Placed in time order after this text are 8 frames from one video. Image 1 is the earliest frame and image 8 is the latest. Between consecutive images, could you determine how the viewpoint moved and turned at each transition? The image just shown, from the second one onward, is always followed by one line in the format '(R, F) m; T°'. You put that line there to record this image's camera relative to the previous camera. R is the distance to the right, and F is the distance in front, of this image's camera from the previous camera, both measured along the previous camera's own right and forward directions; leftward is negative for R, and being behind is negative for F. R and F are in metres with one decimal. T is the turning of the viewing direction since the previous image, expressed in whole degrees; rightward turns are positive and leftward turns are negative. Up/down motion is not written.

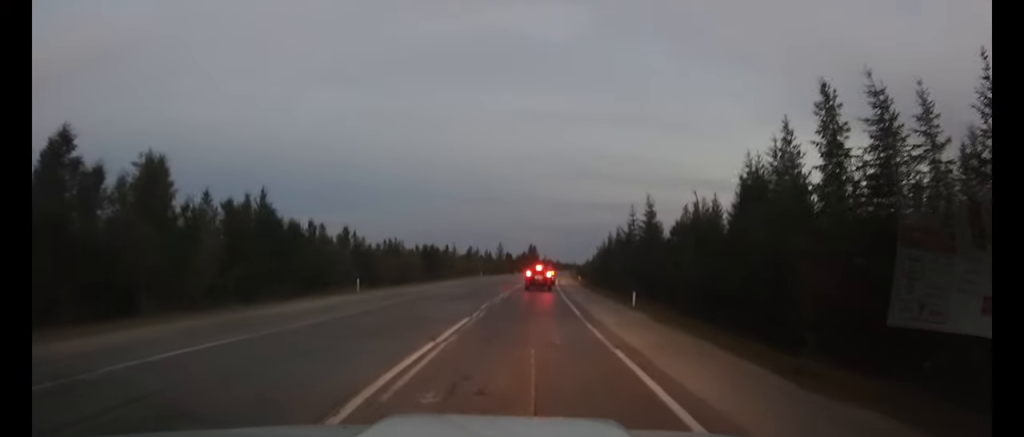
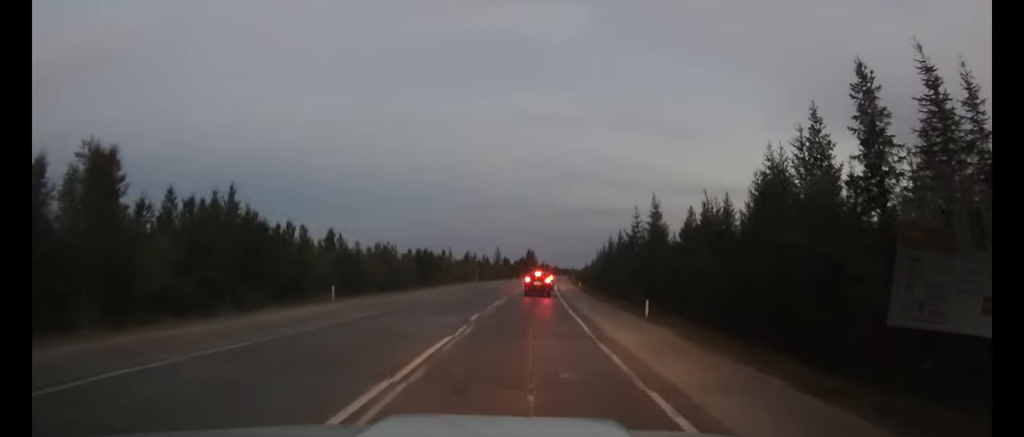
(0.0, +3.6) m; 0°
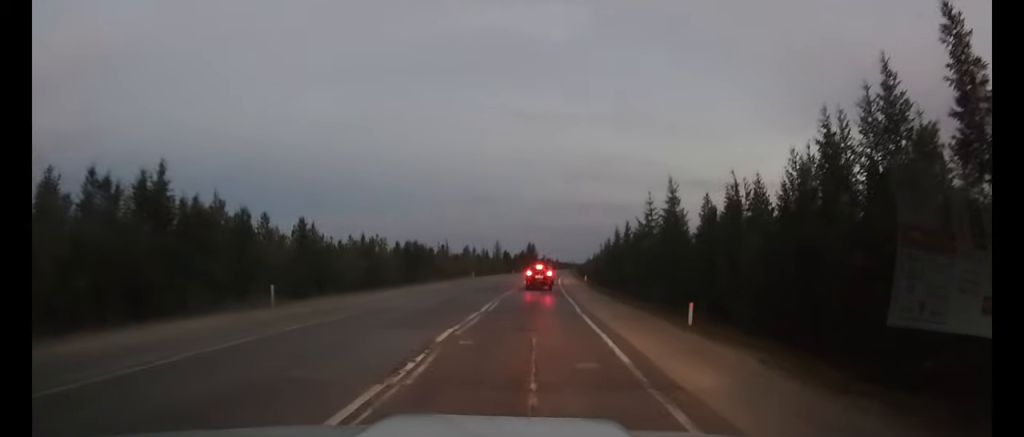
(0.0, +6.4) m; 0°
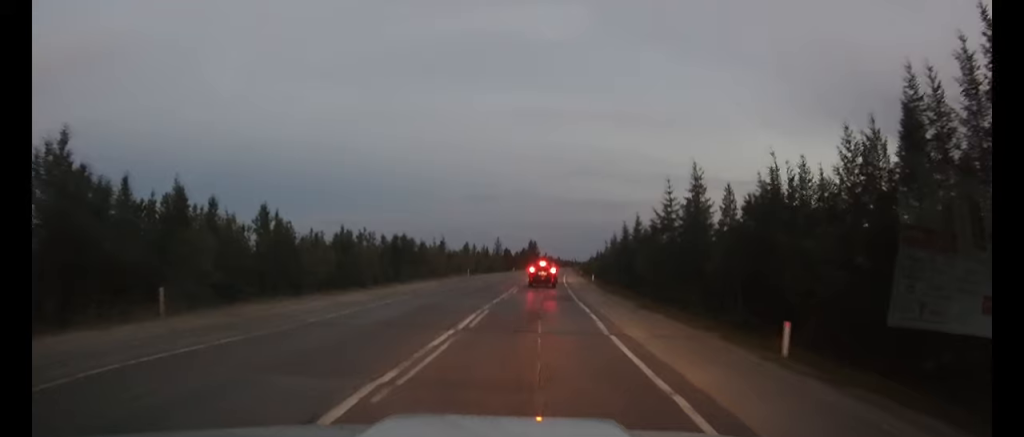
(0.0, +6.6) m; 0°
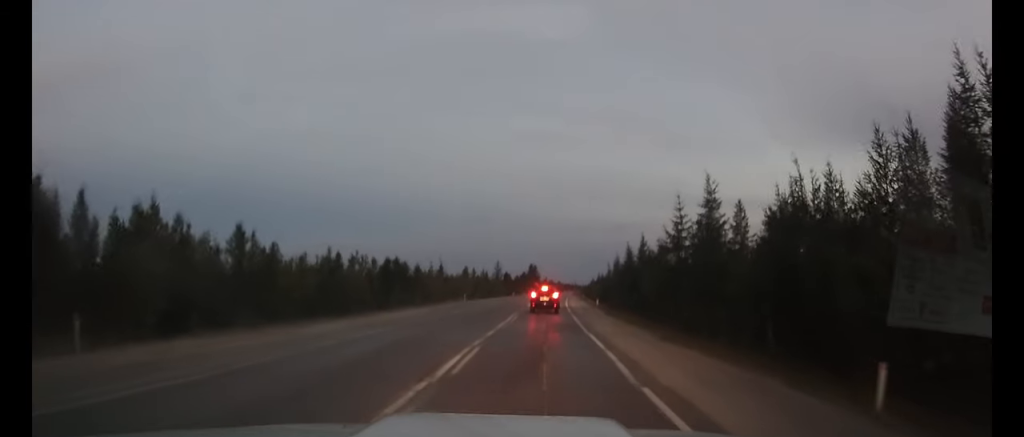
(0.0, +3.3) m; 0°
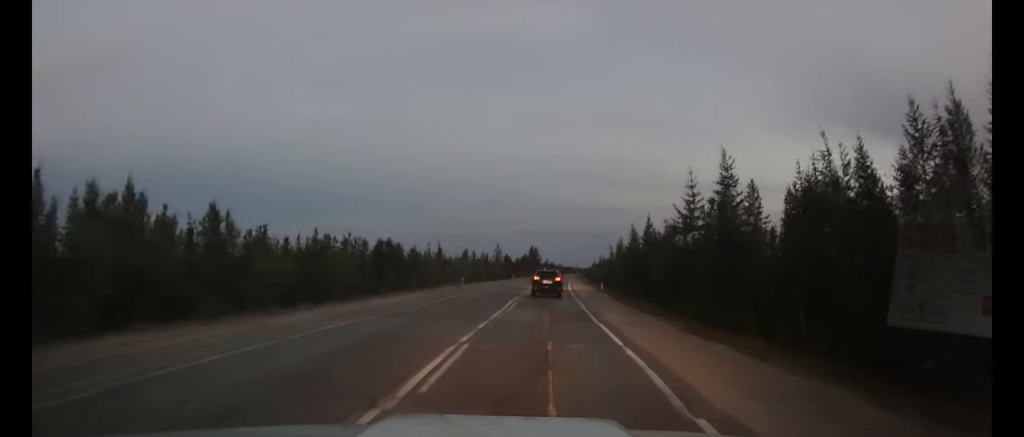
(0.0, +3.1) m; 0°
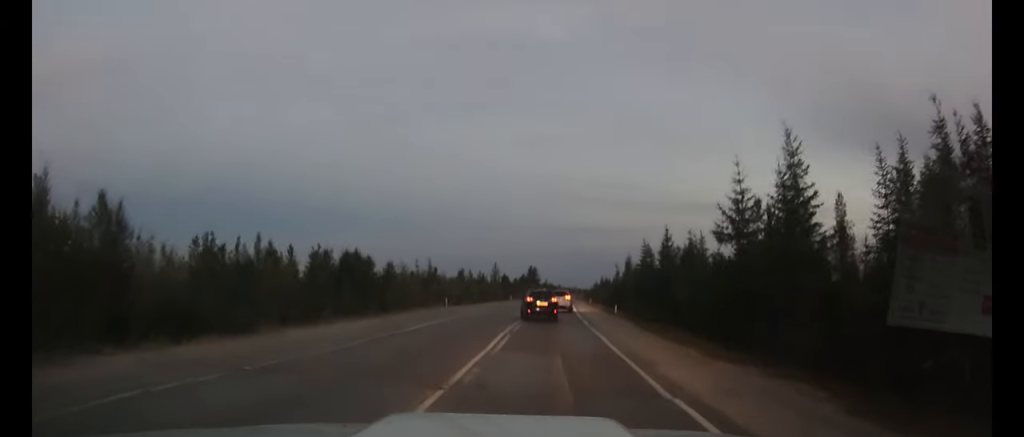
(0.0, +9.8) m; 0°
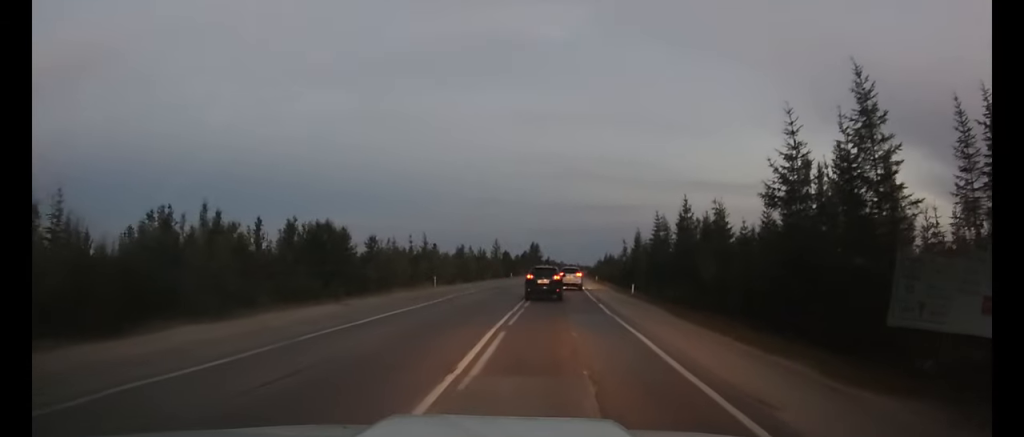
(0.0, +6.6) m; 0°
